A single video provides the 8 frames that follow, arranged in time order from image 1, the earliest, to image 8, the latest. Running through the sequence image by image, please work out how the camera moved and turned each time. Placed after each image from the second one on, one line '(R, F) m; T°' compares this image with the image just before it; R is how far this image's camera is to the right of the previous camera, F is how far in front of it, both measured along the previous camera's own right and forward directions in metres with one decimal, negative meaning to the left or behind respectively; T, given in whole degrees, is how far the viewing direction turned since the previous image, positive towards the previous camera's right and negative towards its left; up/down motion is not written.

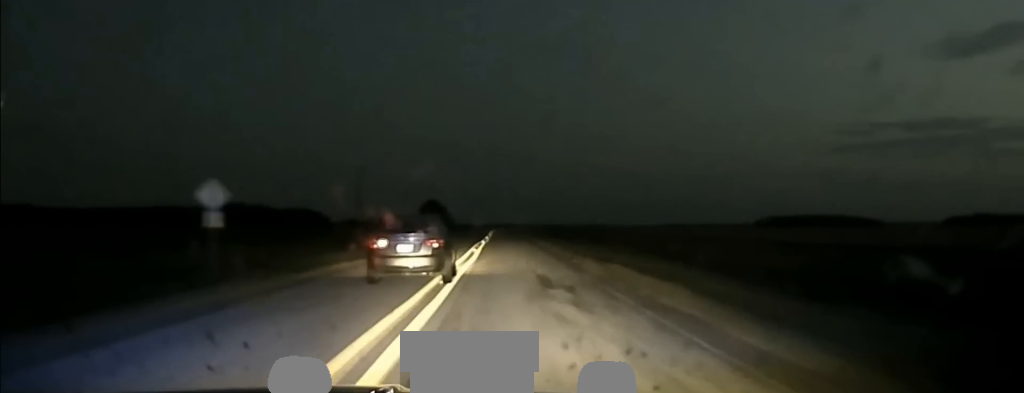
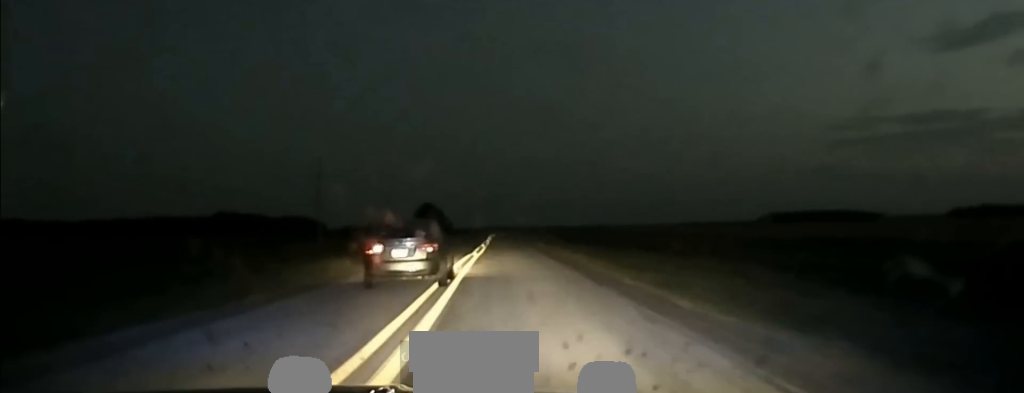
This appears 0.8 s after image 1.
(0.0, +25.2) m; 0°
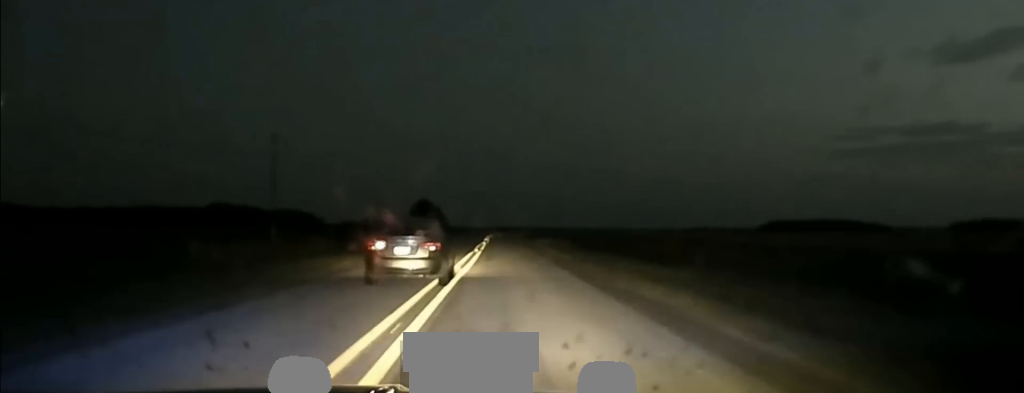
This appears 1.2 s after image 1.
(0.0, +16.2) m; 0°
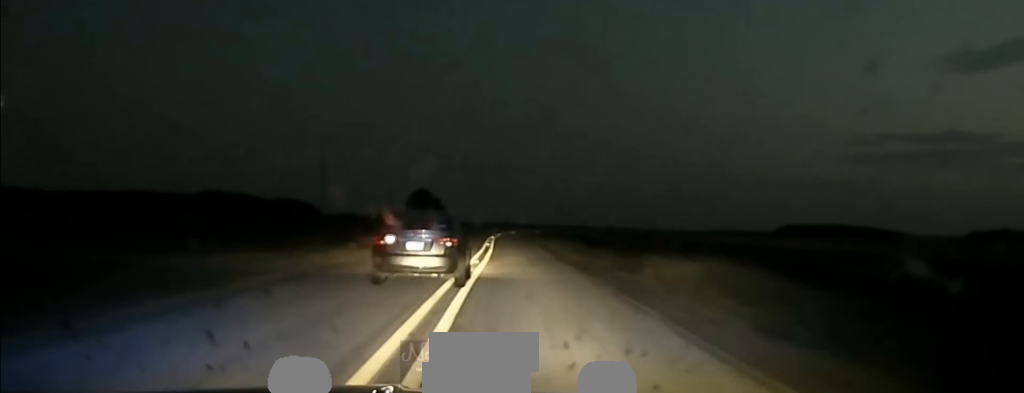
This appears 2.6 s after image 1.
(-0.2, +47.9) m; 0°
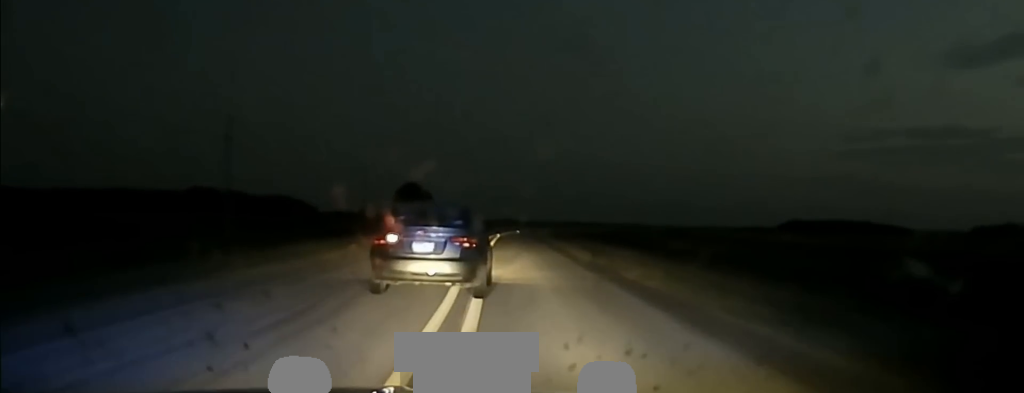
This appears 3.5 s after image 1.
(0.0, +30.0) m; 0°
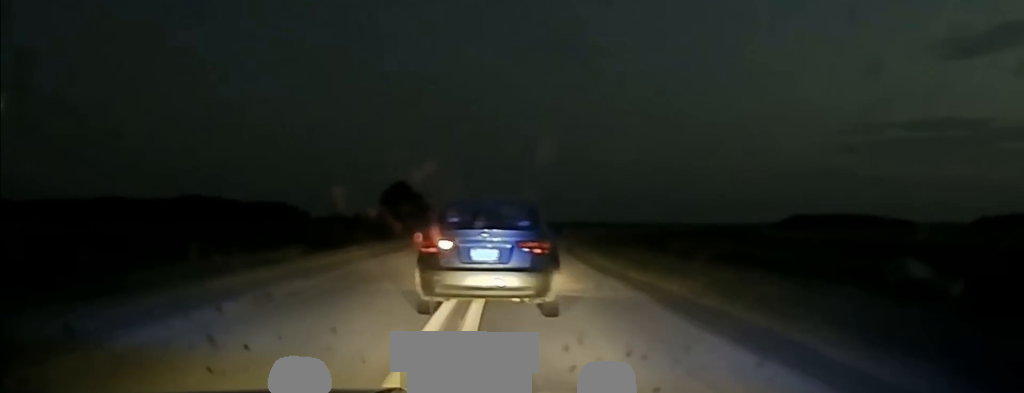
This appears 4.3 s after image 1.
(0.0, +28.3) m; +1°
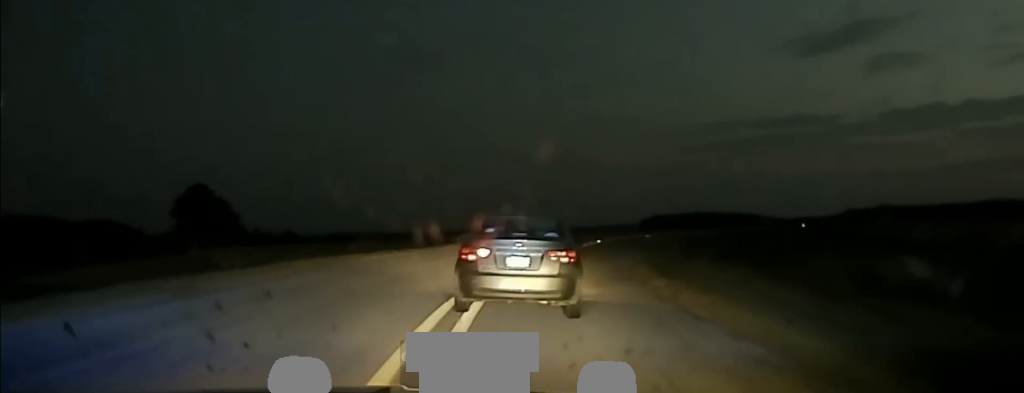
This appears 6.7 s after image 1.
(+3.9, +66.9) m; +9°
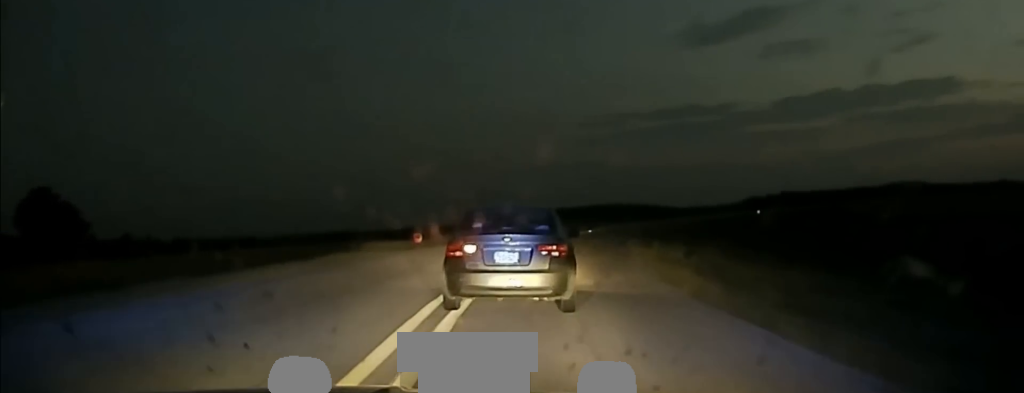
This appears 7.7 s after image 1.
(+0.9, +28.3) m; +5°
